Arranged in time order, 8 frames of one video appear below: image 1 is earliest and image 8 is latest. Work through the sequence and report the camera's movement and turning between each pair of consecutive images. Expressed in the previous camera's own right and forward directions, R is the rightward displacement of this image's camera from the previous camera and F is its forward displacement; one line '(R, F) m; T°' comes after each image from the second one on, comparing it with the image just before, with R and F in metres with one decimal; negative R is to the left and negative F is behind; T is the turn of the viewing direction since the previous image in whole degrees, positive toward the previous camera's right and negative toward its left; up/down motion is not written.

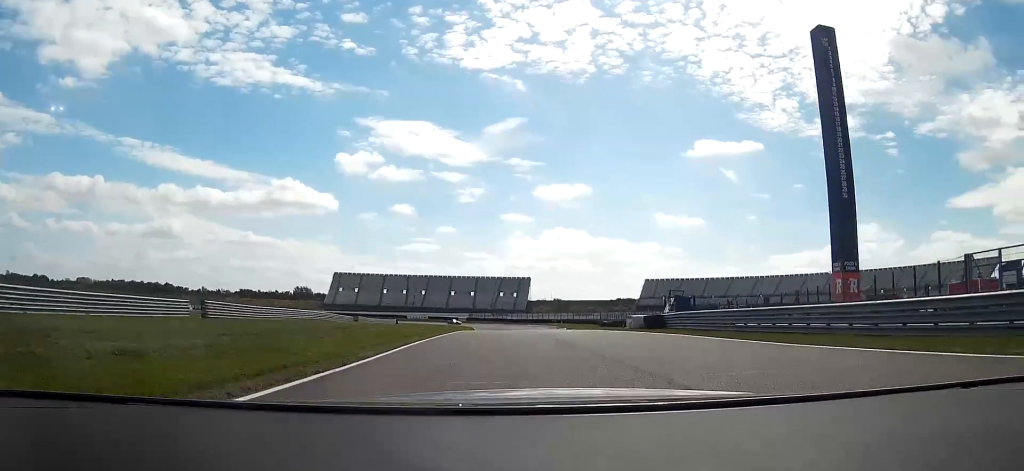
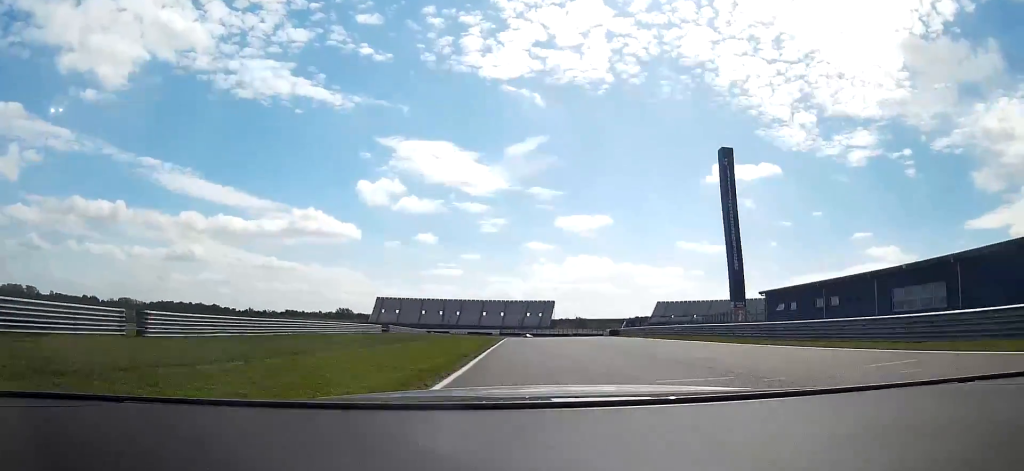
(-0.8, +42.3) m; -2°
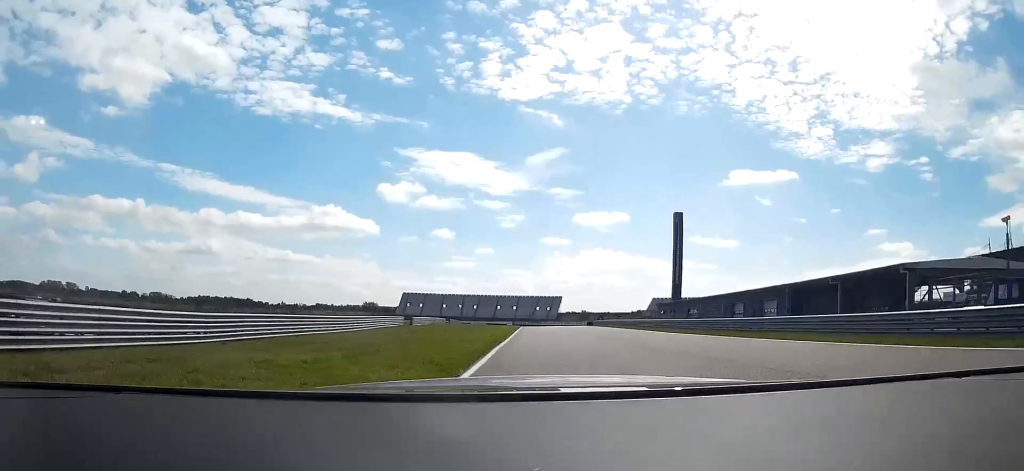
(-0.9, +52.7) m; -1°
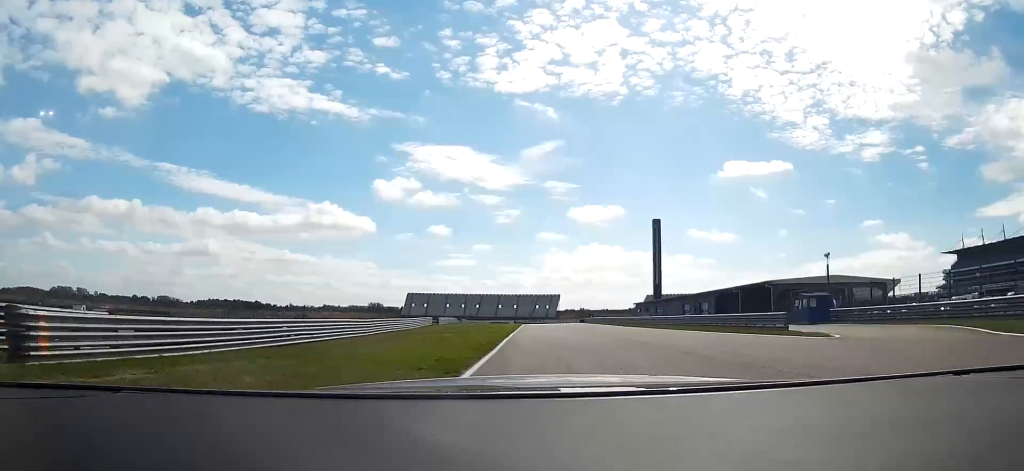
(-0.1, +23.2) m; 0°
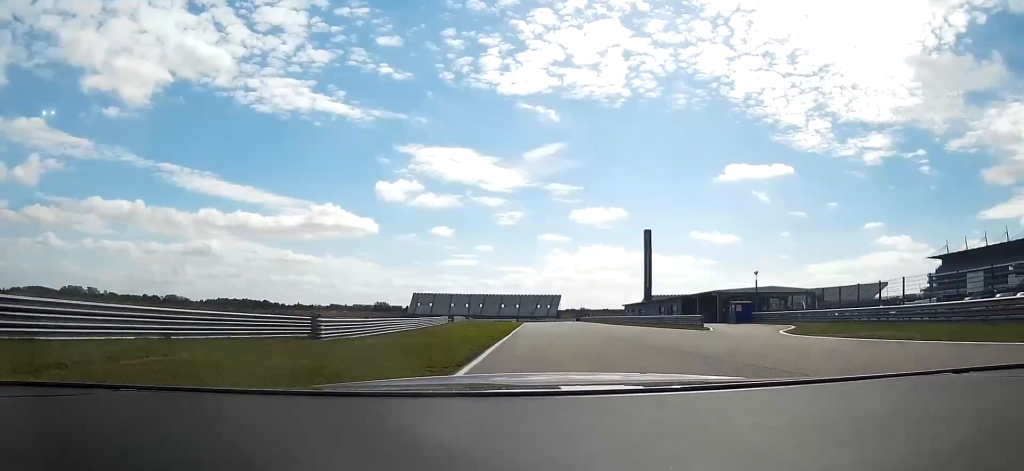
(+0.1, +18.4) m; 0°
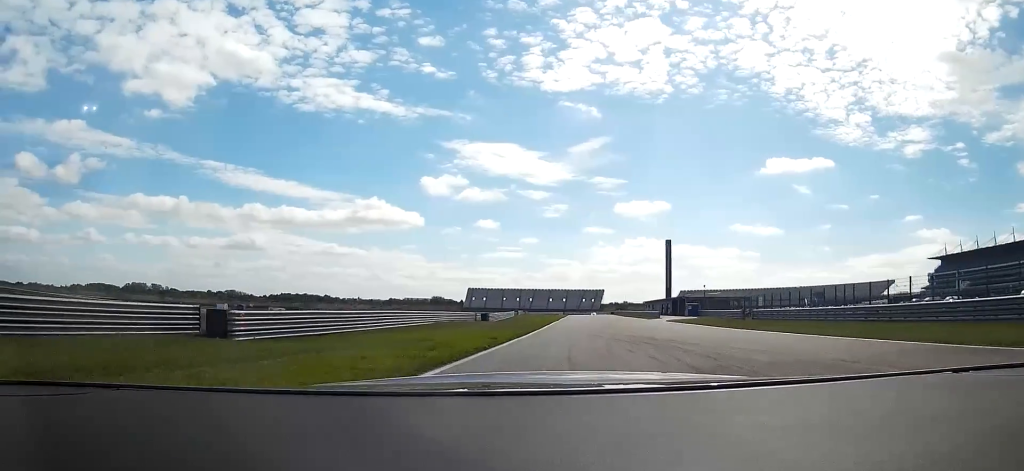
(-0.6, +50.6) m; -2°
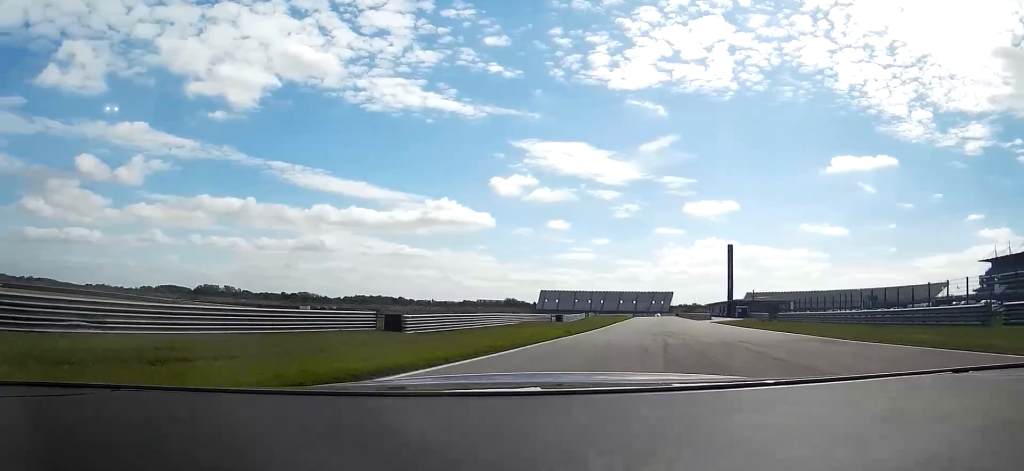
(-0.2, +15.7) m; -5°
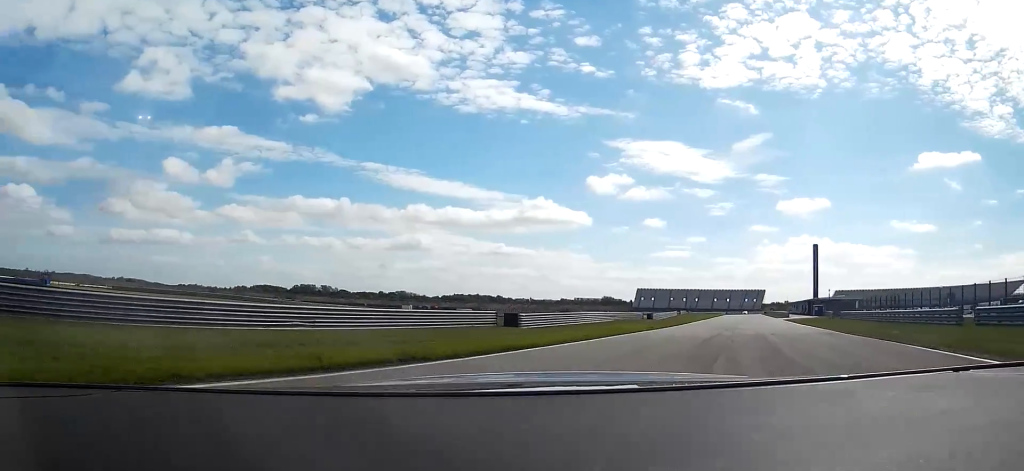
(+0.7, +11.5) m; -6°
